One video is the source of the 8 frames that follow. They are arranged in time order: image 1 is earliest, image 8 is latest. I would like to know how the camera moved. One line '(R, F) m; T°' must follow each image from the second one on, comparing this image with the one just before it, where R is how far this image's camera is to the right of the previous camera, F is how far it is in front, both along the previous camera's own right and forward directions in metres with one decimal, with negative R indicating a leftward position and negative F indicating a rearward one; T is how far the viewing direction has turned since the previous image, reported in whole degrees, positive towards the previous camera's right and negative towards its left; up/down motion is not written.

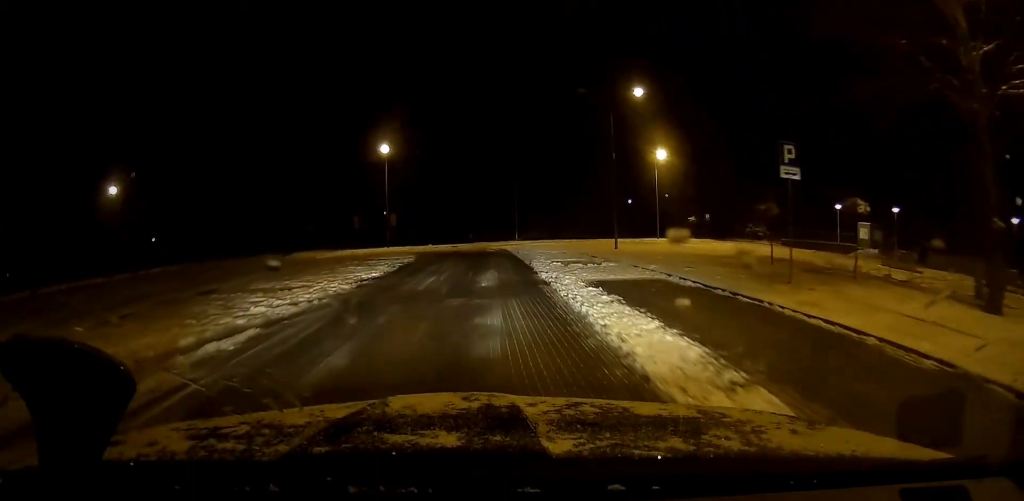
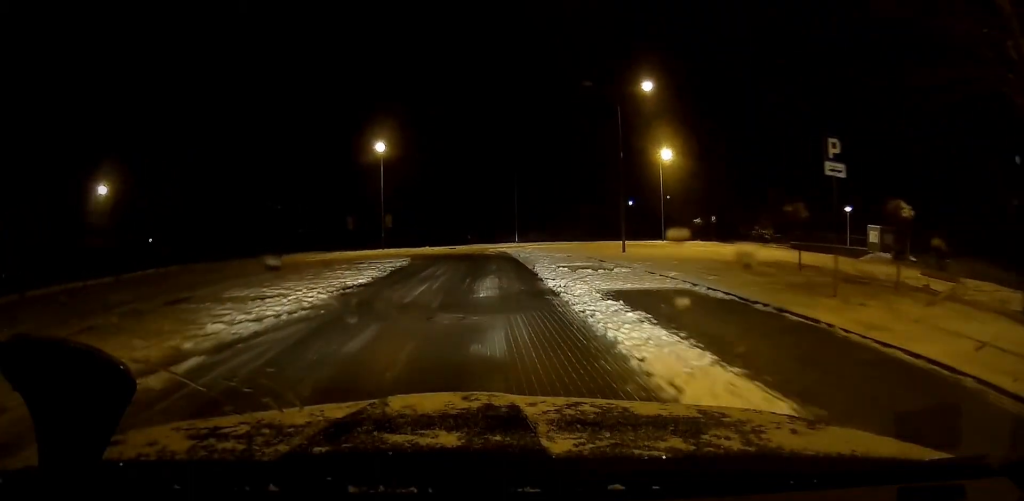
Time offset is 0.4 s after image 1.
(0.0, +2.0) m; -2°
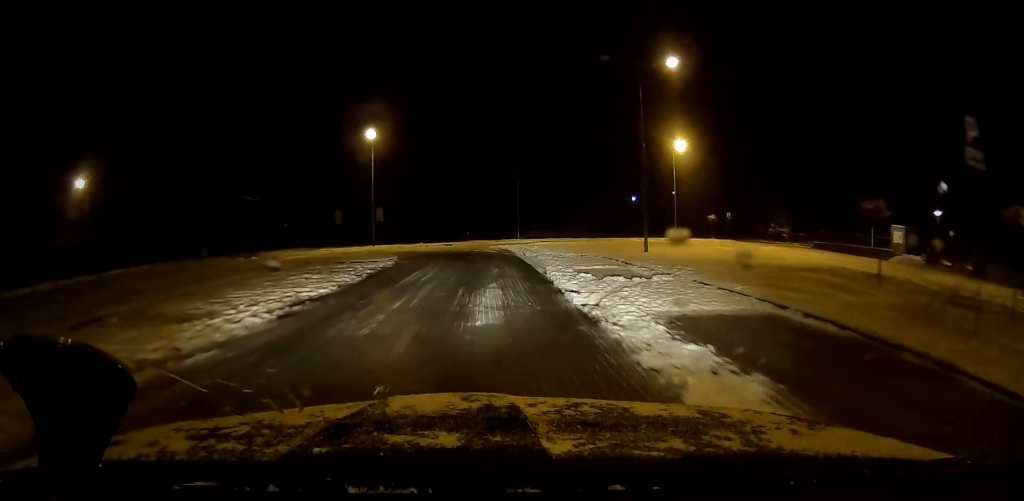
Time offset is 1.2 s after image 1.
(-0.4, +4.4) m; +1°
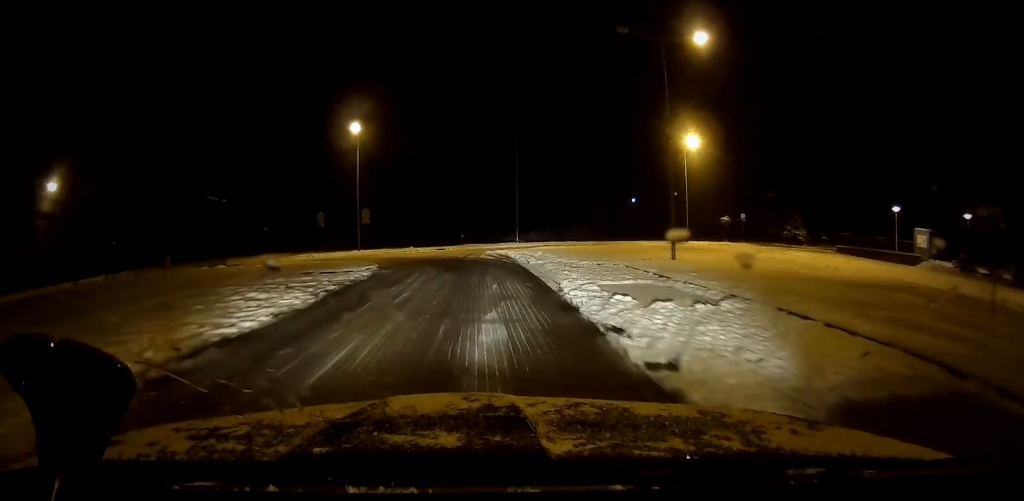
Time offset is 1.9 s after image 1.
(+0.2, +4.5) m; +3°
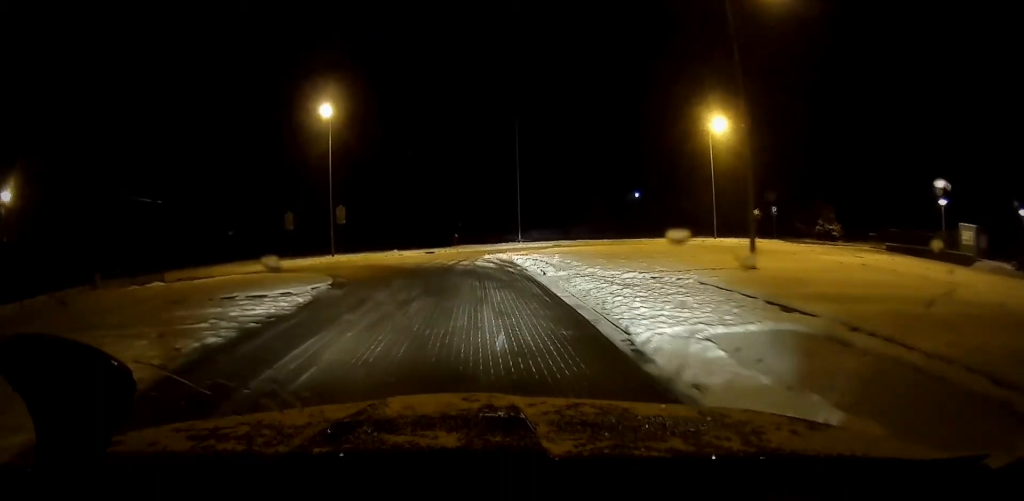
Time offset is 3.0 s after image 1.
(+0.3, +7.4) m; +2°
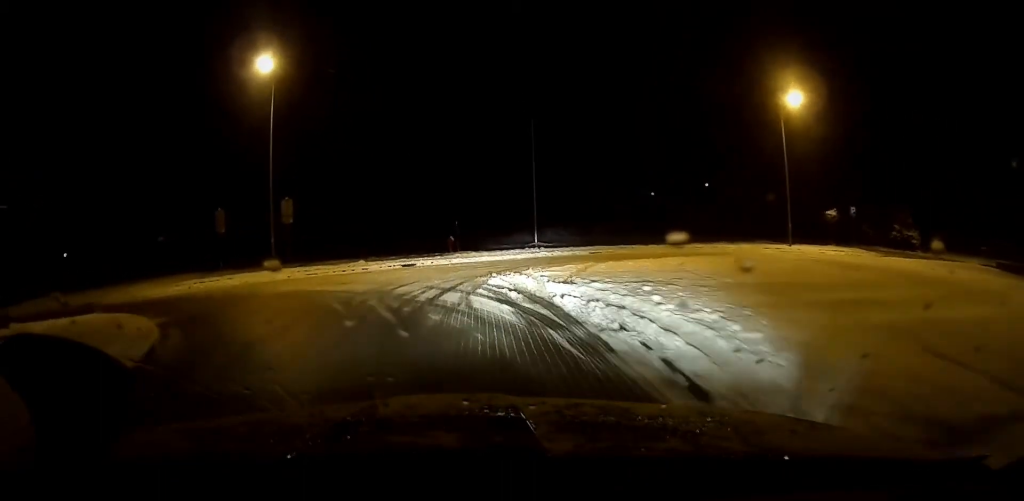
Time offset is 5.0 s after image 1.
(0.0, +11.8) m; -4°
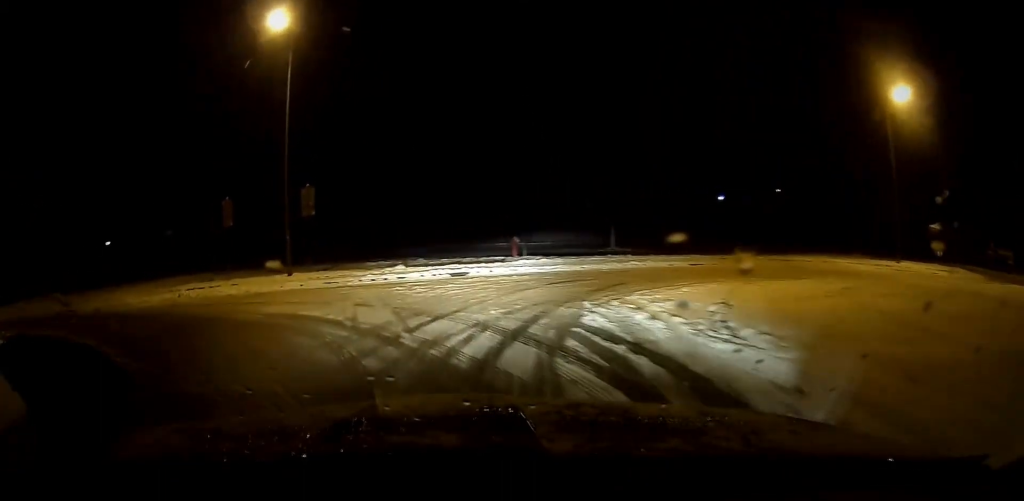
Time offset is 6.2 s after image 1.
(-0.5, +5.9) m; -10°
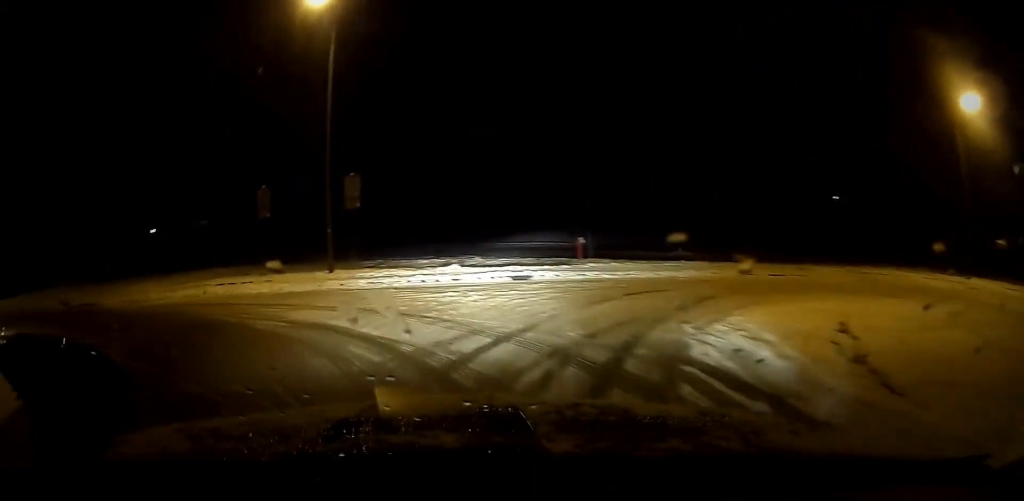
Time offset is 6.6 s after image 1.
(-0.1, +2.0) m; -6°
